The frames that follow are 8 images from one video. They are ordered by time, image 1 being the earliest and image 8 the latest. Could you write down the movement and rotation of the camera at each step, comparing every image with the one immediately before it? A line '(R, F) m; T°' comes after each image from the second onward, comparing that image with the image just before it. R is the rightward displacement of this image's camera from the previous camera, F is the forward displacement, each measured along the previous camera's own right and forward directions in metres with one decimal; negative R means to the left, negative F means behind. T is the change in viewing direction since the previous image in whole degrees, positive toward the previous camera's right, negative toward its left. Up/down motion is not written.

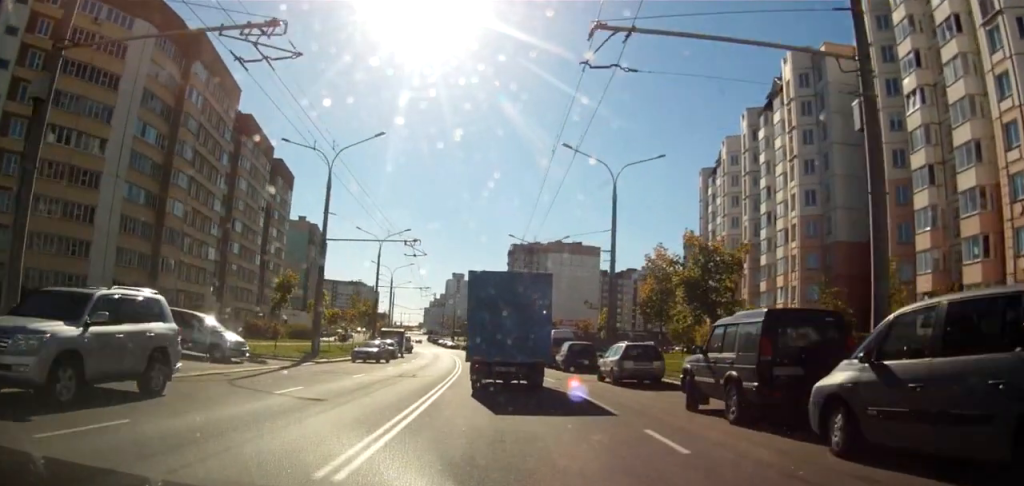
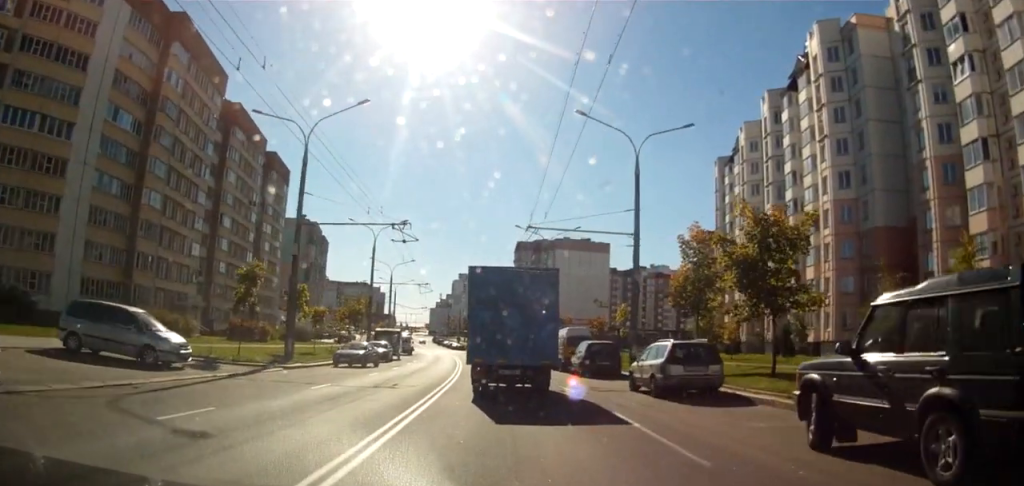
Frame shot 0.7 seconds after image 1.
(0.0, +5.8) m; 0°
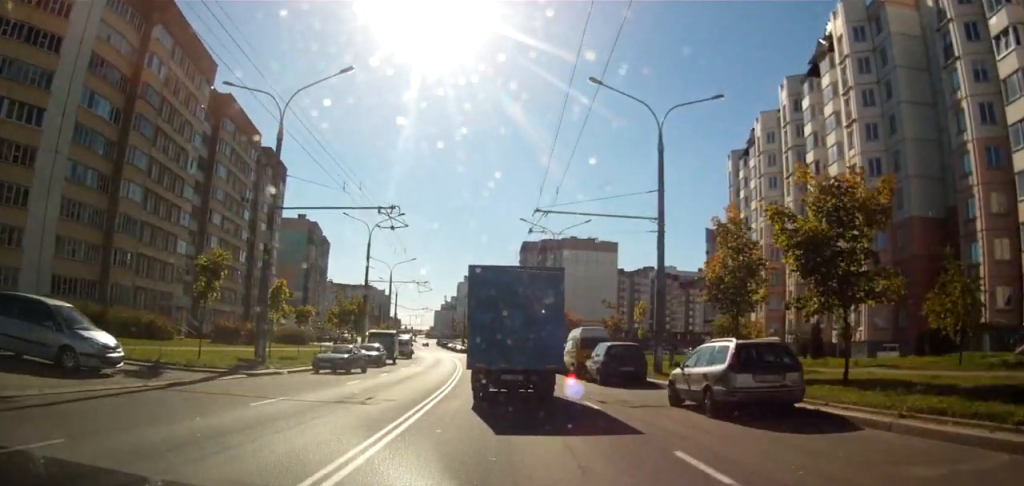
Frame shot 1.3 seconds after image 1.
(0.0, +4.1) m; 0°
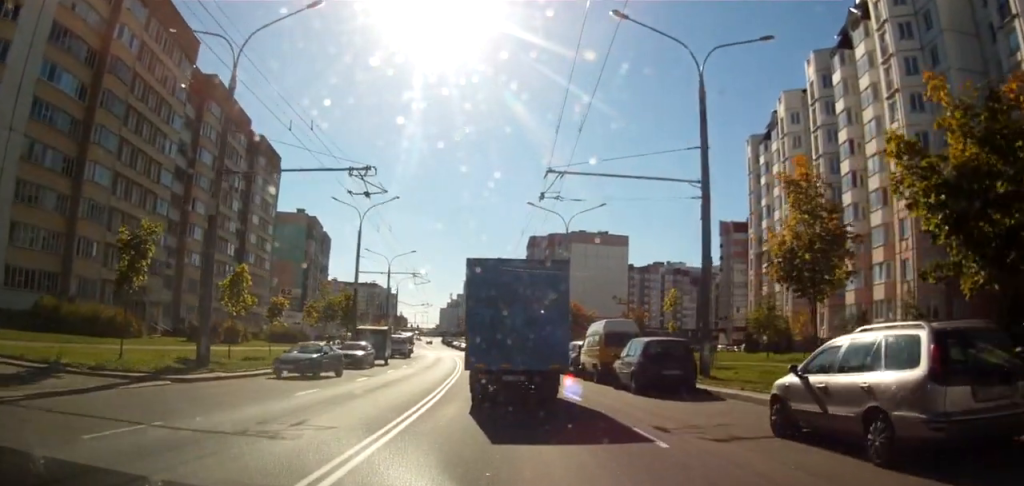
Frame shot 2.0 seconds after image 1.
(0.0, +4.7) m; -1°
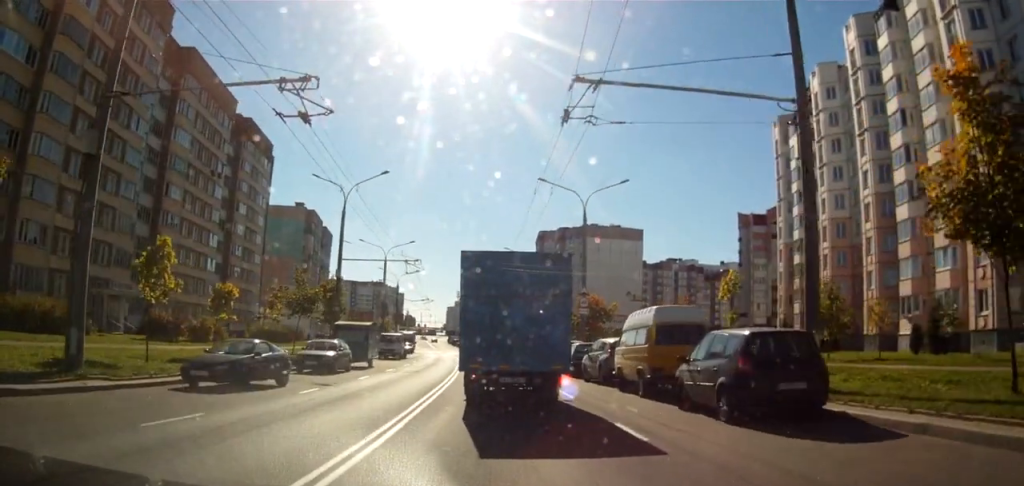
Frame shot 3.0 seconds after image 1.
(-0.1, +5.7) m; -1°
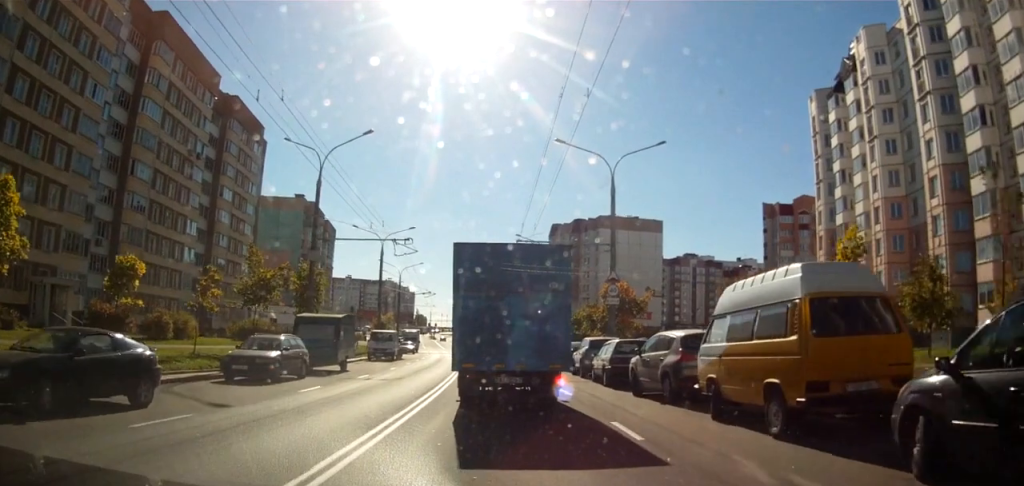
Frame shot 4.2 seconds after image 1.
(0.0, +6.7) m; +1°
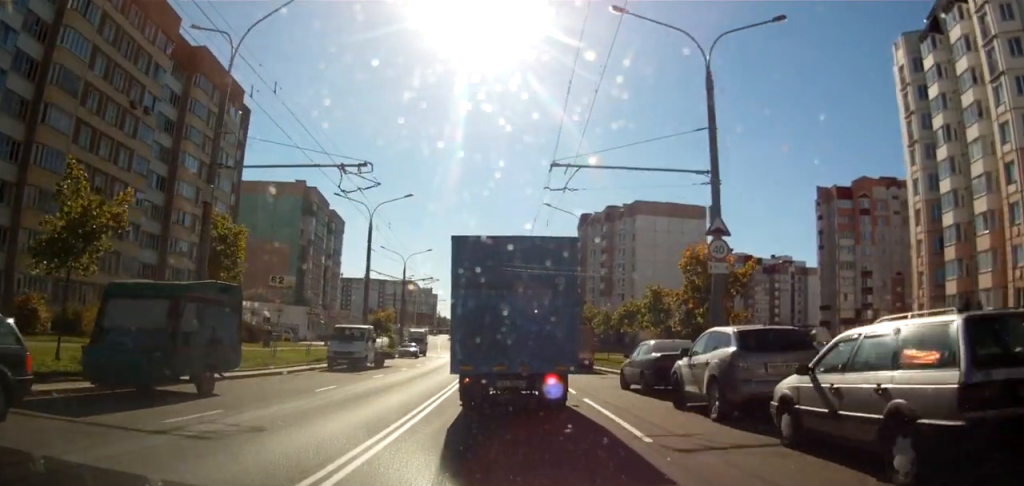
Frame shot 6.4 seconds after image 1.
(-0.2, +14.9) m; -3°
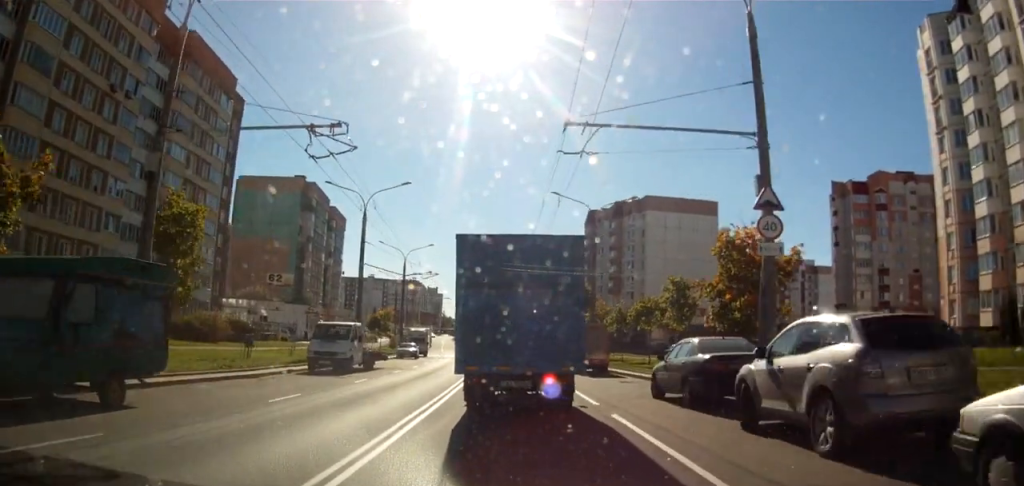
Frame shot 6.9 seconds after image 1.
(-0.1, +4.3) m; -1°
